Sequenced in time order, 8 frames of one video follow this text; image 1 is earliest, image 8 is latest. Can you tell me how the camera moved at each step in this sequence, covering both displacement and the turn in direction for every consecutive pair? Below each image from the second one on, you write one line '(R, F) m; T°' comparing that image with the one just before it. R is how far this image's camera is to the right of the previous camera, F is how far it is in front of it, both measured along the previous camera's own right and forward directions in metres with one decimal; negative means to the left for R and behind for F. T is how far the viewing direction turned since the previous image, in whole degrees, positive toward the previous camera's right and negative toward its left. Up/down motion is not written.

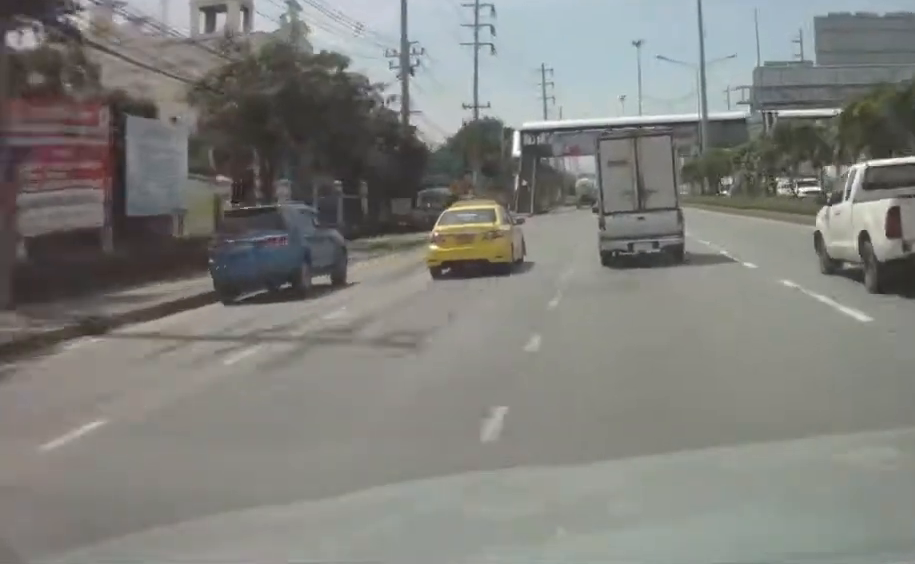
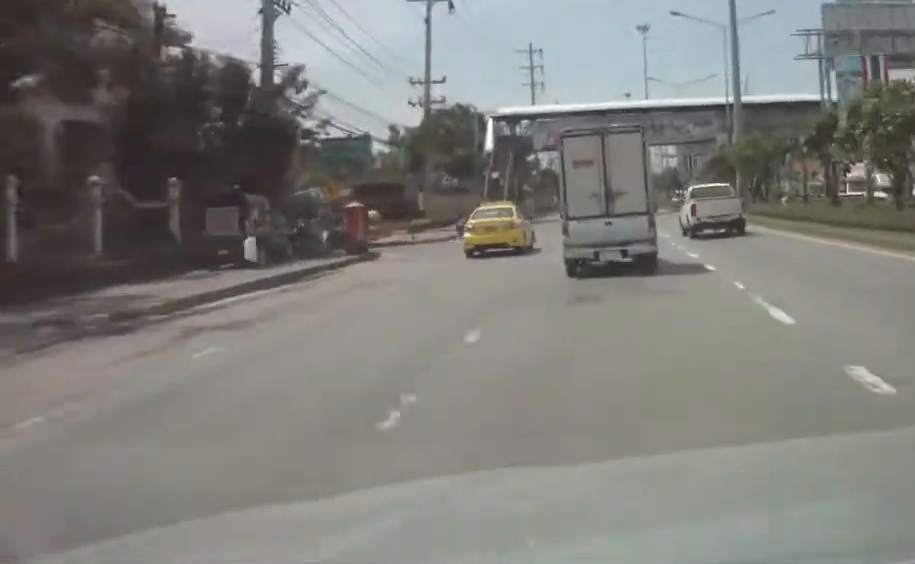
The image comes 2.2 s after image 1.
(+0.2, +23.9) m; -1°
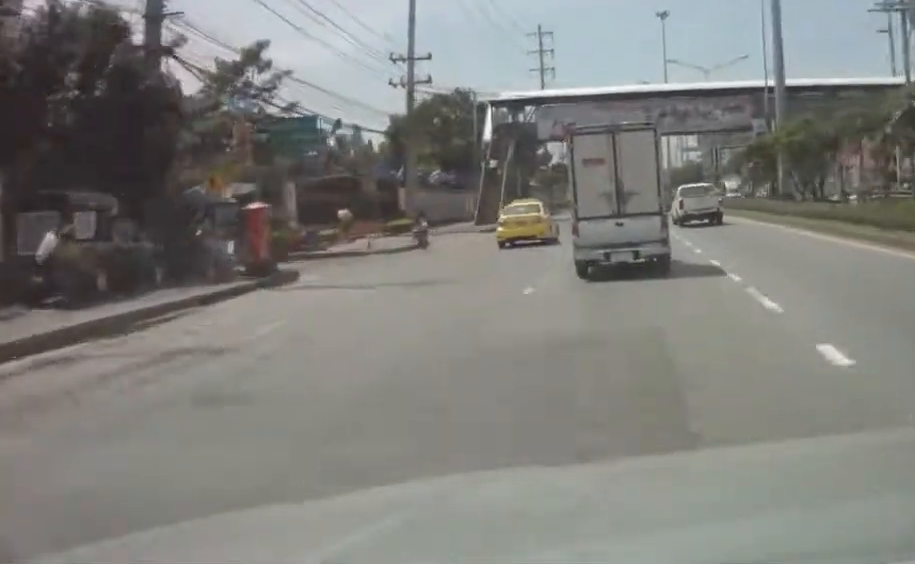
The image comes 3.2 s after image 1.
(-0.3, +11.1) m; -1°
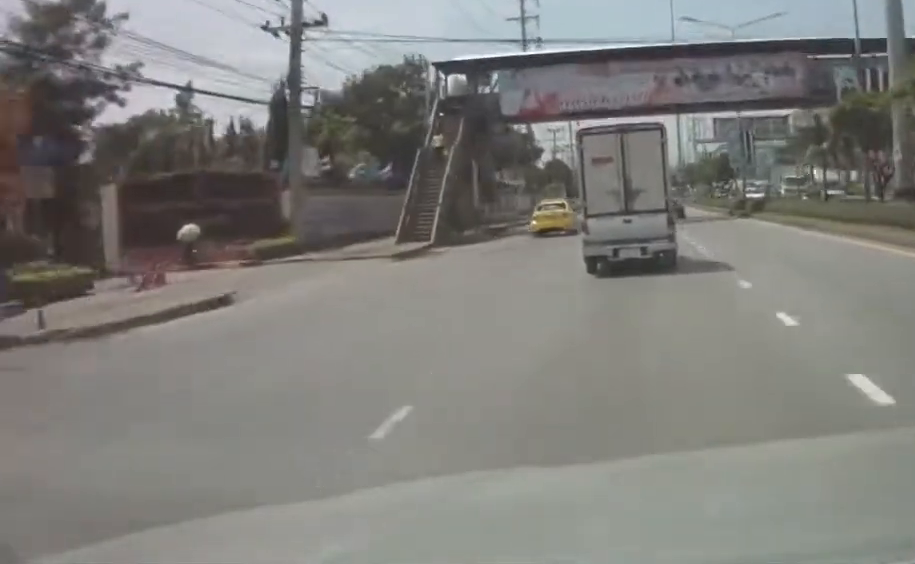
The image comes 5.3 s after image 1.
(-0.4, +23.1) m; -1°
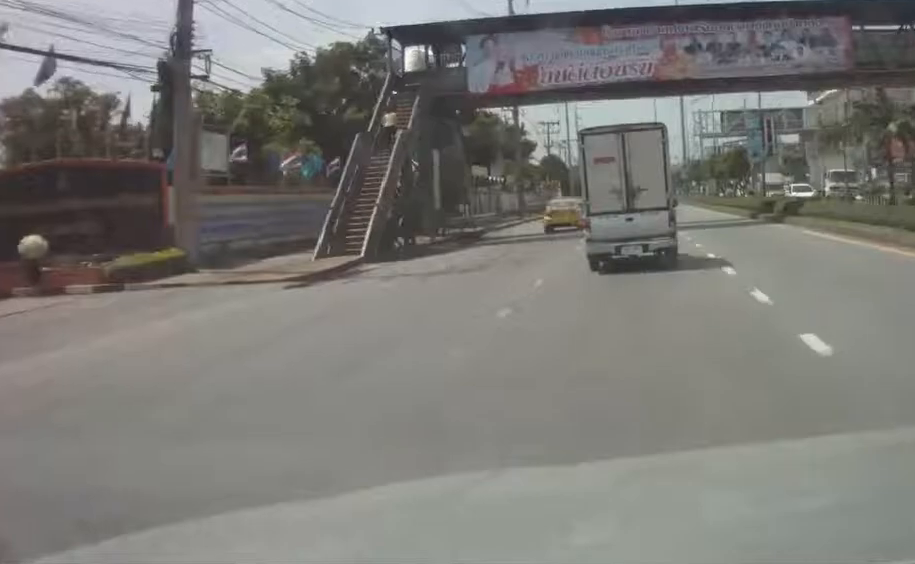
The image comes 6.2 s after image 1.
(0.0, +11.1) m; 0°
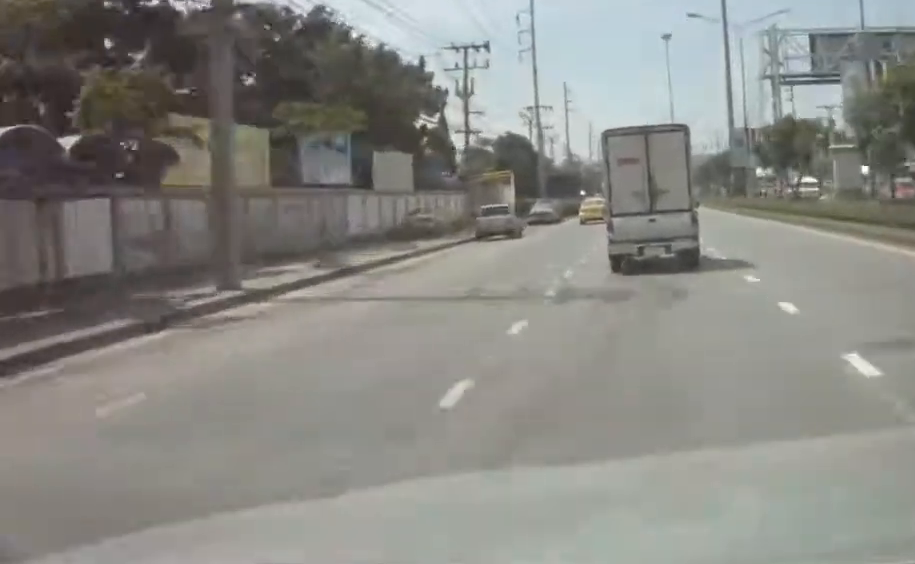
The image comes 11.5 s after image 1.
(+0.3, +61.4) m; 0°
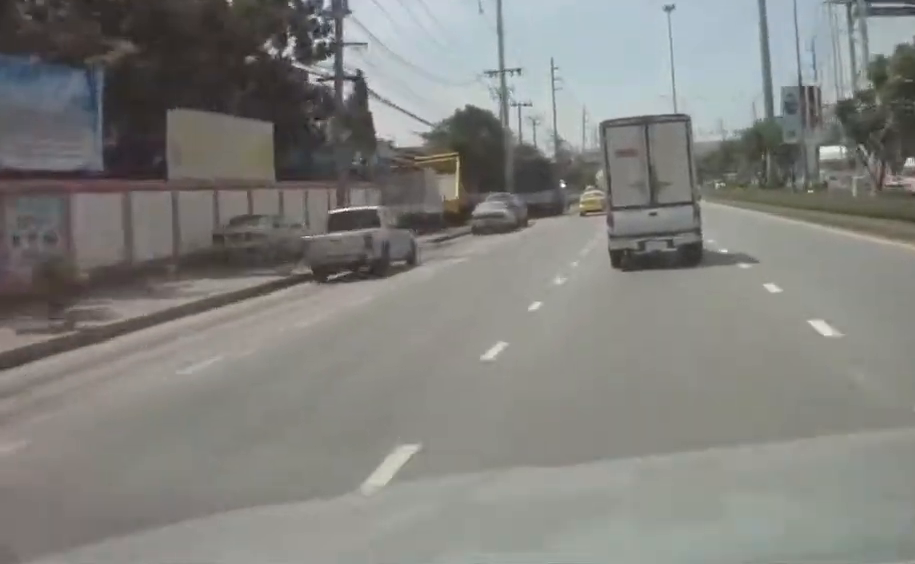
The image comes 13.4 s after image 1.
(0.0, +23.1) m; 0°
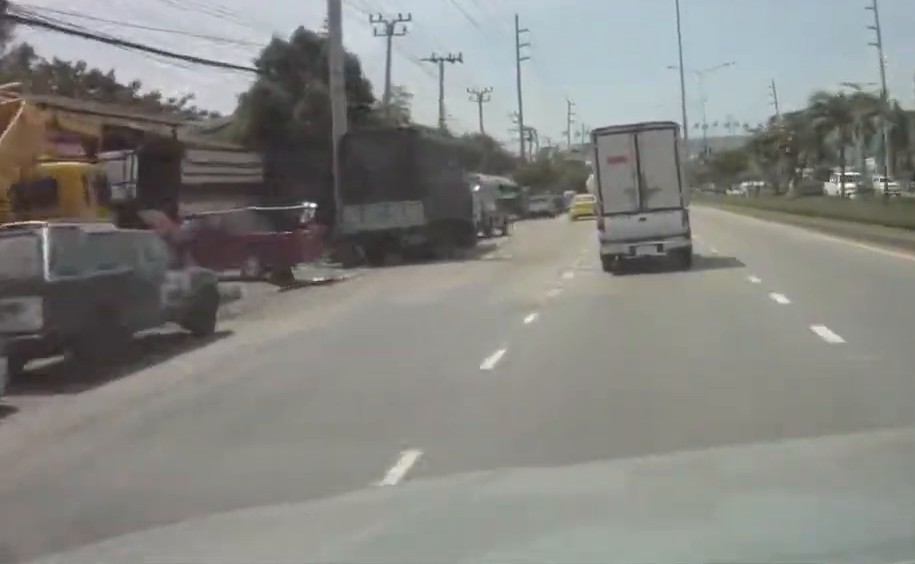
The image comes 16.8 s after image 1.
(-0.3, +40.2) m; 0°
